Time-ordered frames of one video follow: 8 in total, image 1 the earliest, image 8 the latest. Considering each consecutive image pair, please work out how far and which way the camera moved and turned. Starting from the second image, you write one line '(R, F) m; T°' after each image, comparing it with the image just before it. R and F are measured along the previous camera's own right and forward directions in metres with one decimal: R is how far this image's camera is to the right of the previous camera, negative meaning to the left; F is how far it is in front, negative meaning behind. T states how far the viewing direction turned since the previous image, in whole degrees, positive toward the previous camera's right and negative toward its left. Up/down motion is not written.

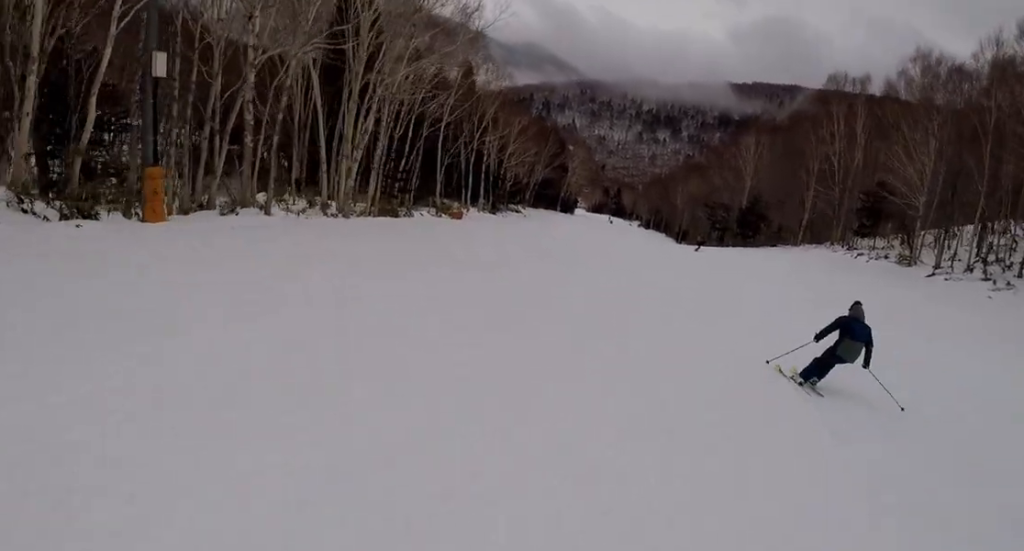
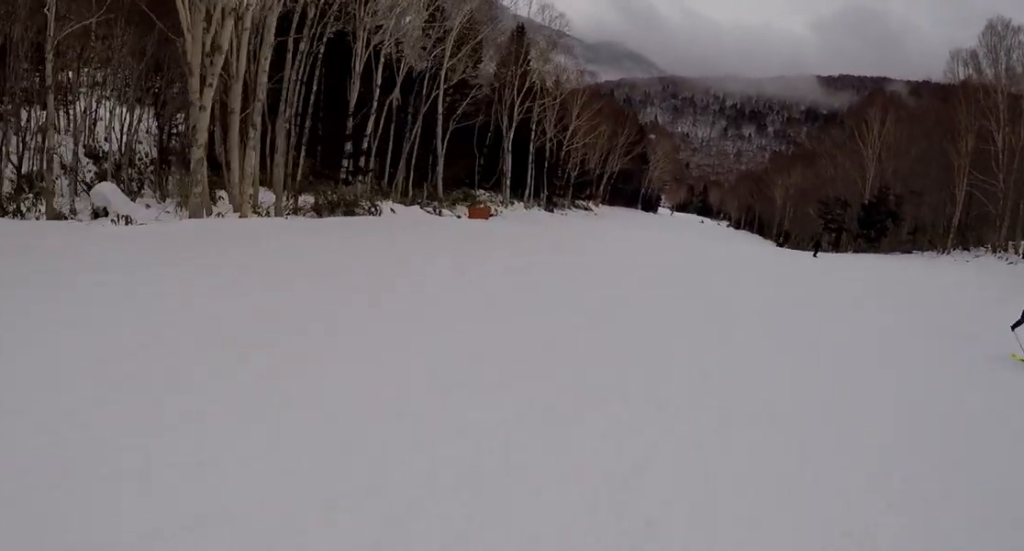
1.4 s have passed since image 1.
(-0.4, +15.4) m; -10°
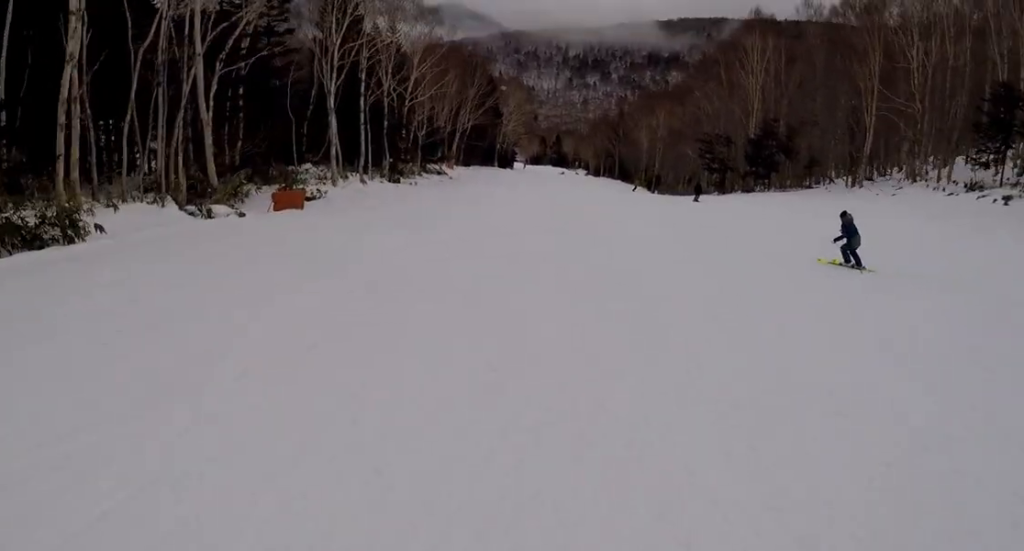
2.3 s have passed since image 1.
(-1.1, +9.6) m; 0°
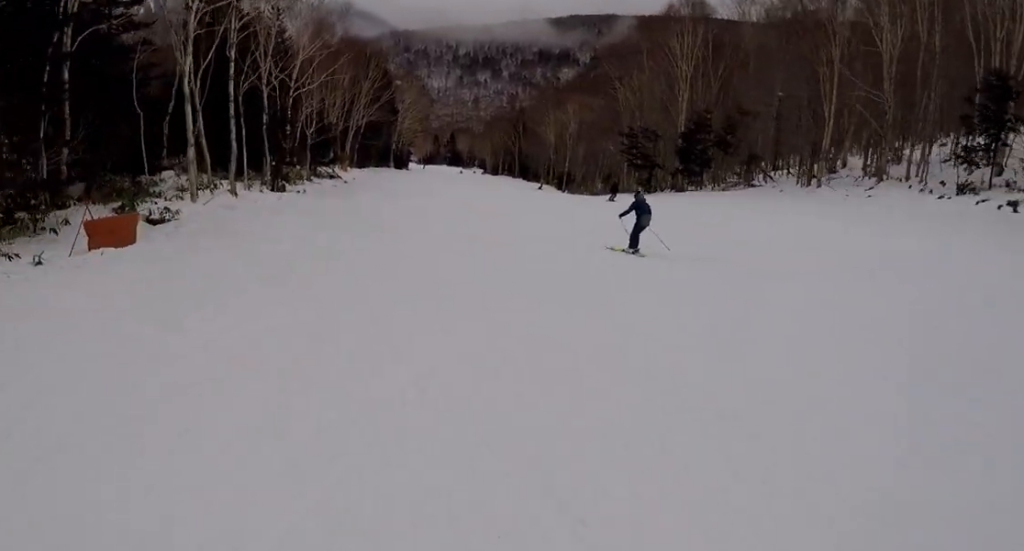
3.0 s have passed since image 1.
(+0.6, +7.5) m; +9°
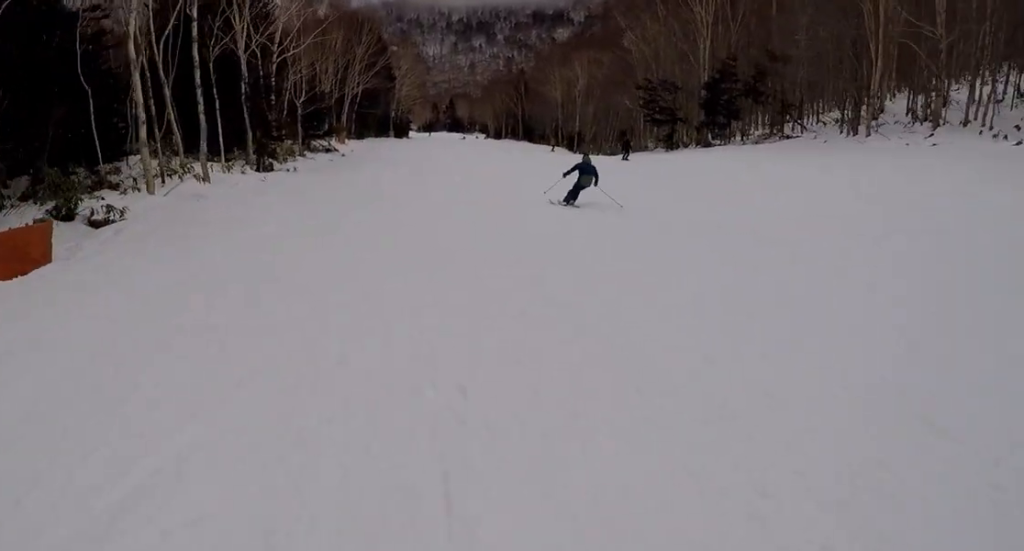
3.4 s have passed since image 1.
(-0.2, +4.6) m; +7°
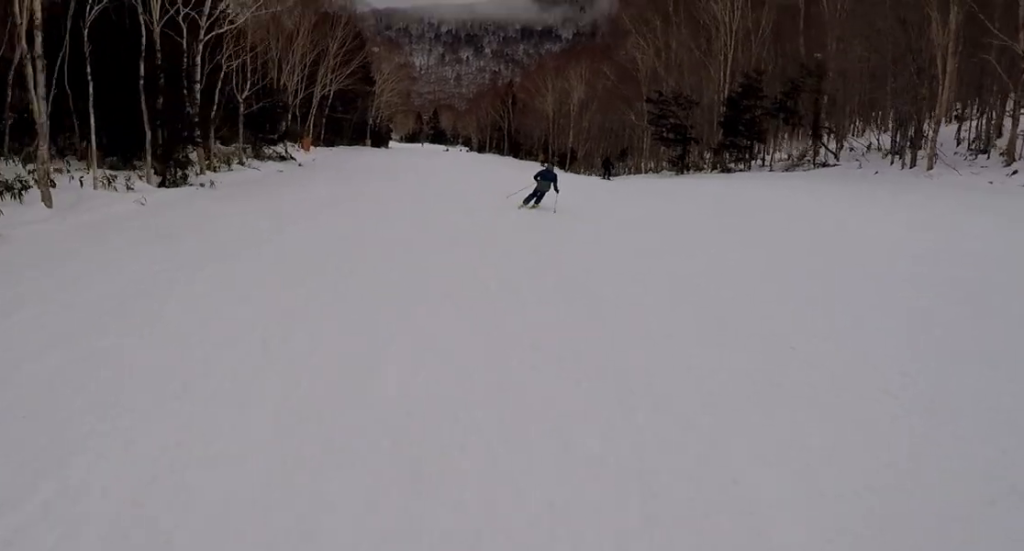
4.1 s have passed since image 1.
(+1.3, +7.9) m; +3°
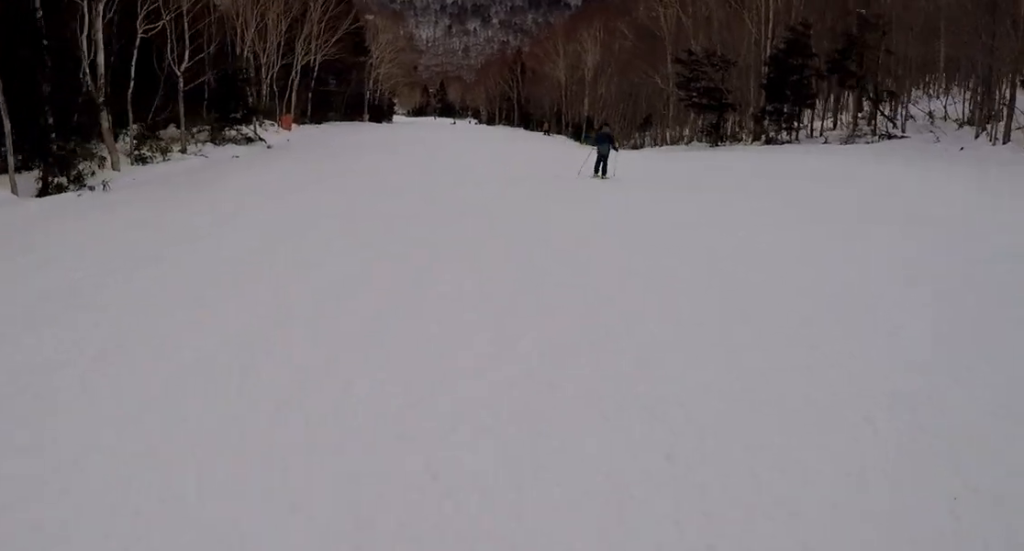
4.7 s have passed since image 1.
(+0.1, +6.2) m; -1°
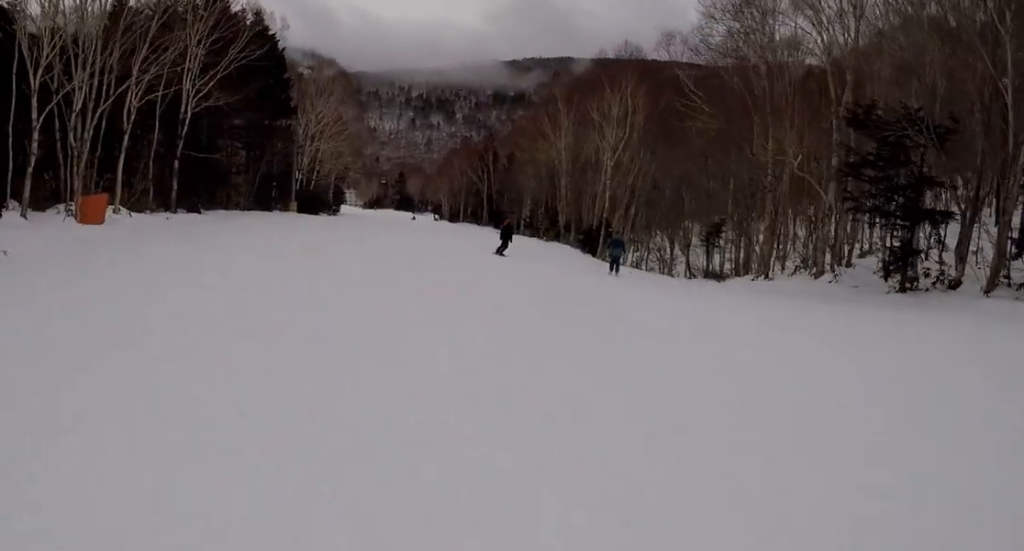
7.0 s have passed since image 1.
(-2.5, +22.5) m; -13°
